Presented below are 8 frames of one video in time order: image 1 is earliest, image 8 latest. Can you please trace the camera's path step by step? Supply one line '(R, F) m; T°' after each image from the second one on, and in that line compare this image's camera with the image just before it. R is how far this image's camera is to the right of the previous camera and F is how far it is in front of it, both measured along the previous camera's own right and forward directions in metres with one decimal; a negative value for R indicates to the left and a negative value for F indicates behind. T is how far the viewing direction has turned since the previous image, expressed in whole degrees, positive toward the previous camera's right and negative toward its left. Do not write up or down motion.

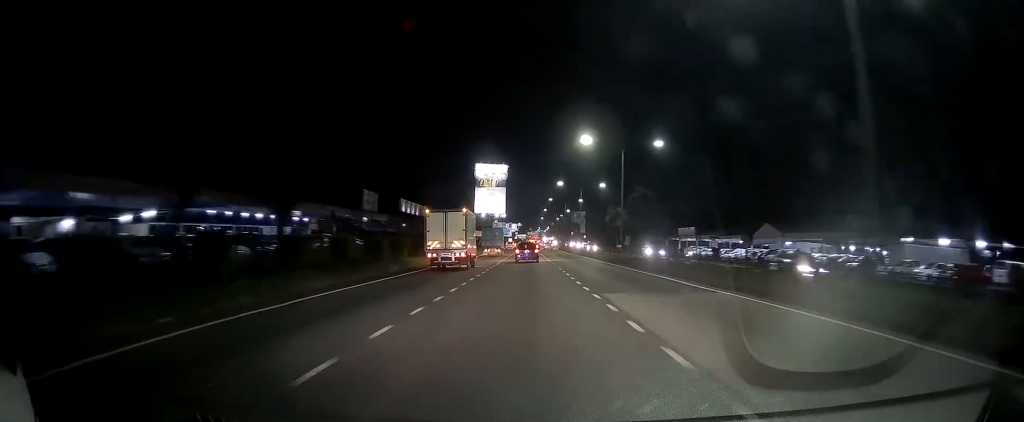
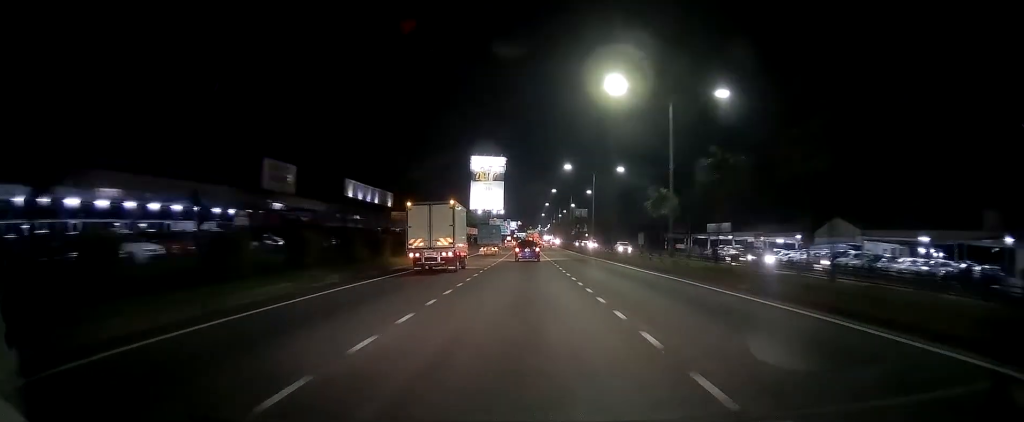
(-0.1, +17.4) m; 0°
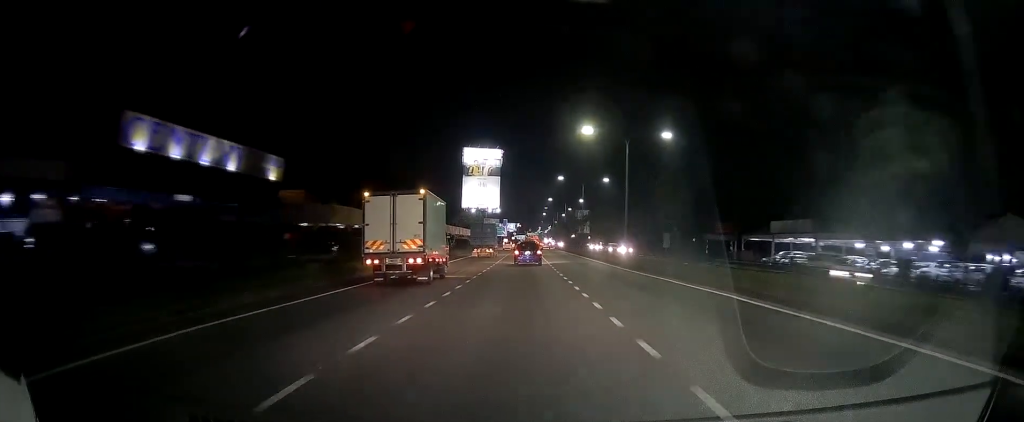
(+0.1, +24.2) m; 0°
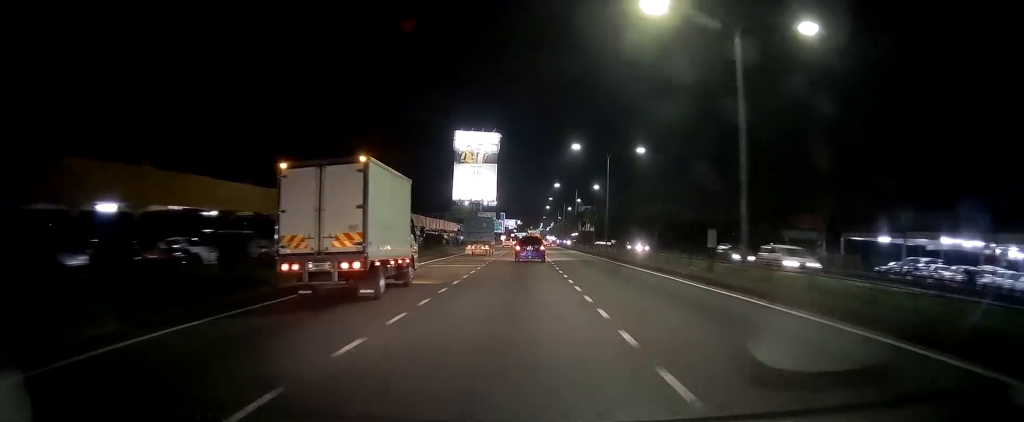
(0.0, +25.3) m; 0°
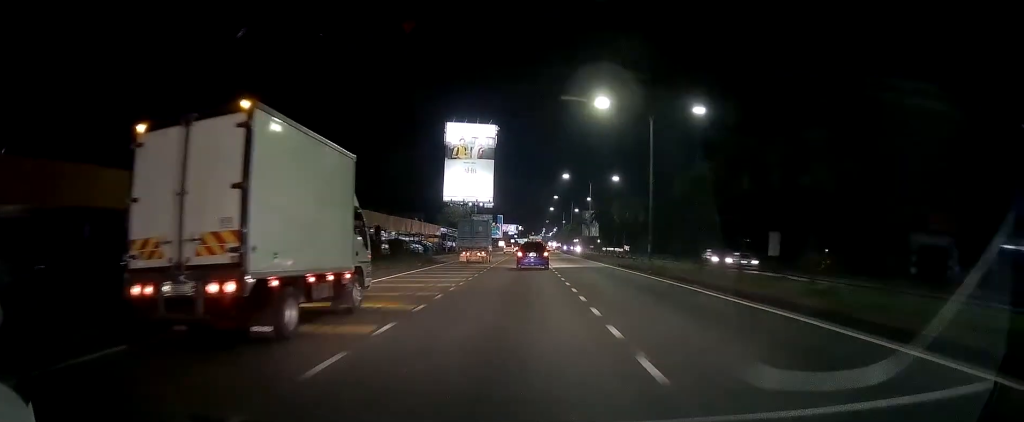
(0.0, +20.1) m; 0°
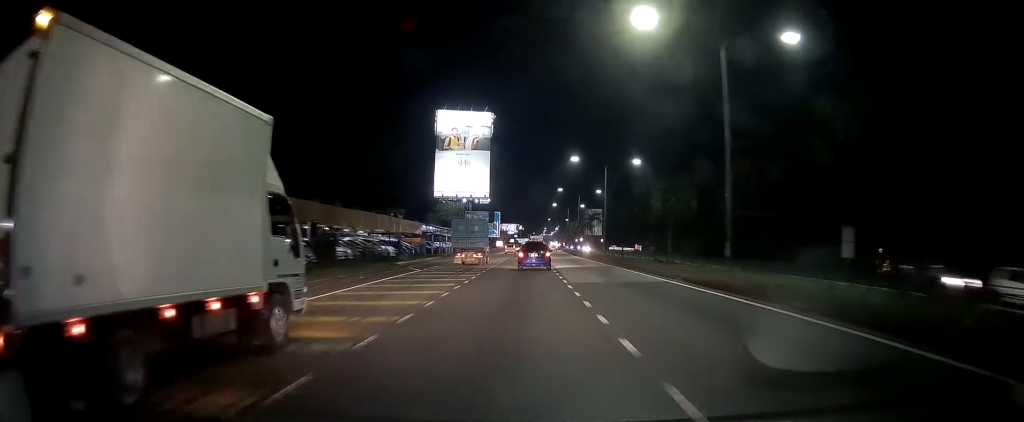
(0.0, +14.6) m; 0°
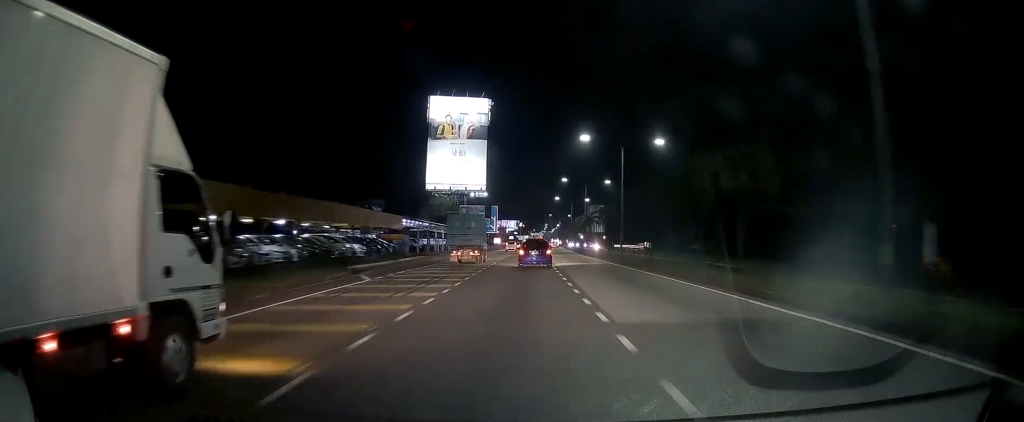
(-0.1, +10.5) m; 0°
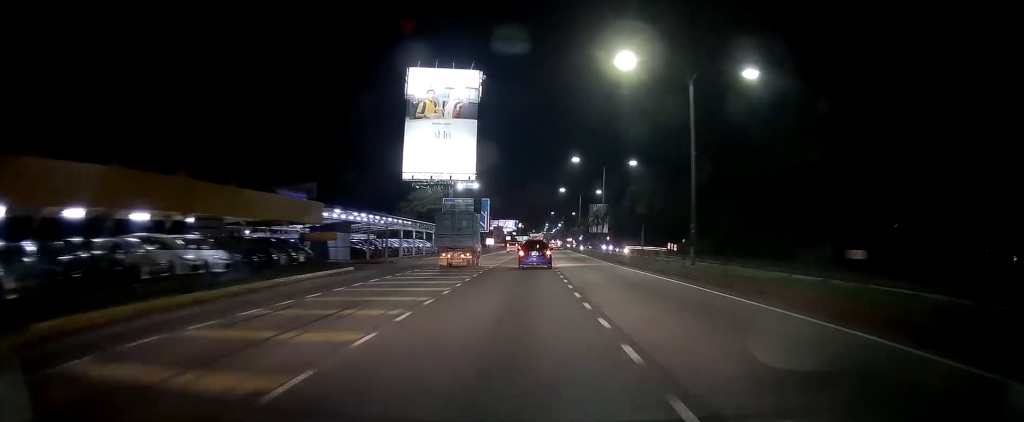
(-0.1, +21.4) m; 0°
